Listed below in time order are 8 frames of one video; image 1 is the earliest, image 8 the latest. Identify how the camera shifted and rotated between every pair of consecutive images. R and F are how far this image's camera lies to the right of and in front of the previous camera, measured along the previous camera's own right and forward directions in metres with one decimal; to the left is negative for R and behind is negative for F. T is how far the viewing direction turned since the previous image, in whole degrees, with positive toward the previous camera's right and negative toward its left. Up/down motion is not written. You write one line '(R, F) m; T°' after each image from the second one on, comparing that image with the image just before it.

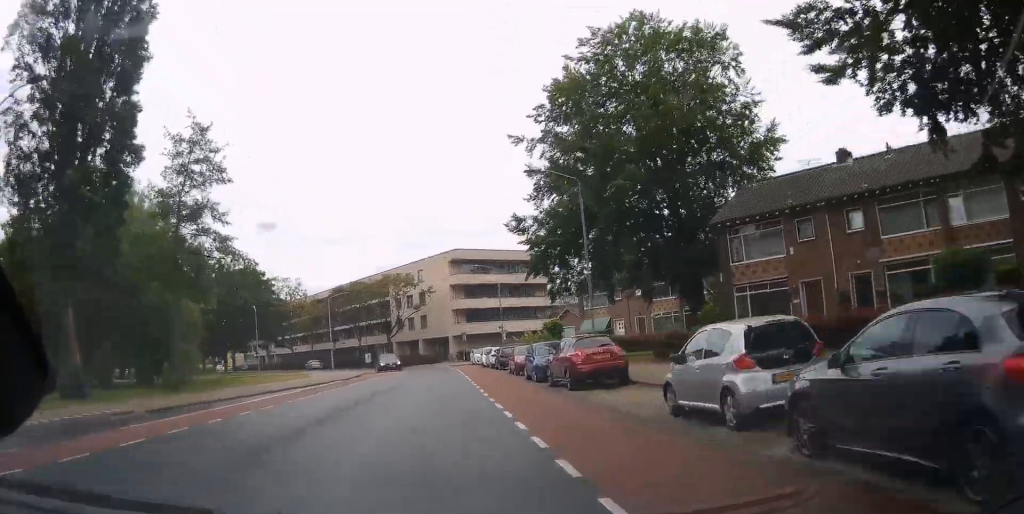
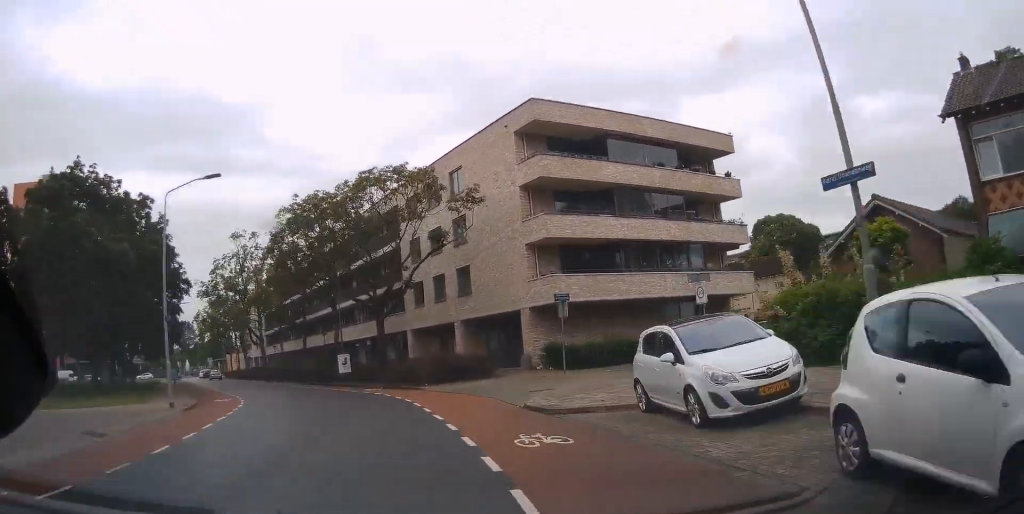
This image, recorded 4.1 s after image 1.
(+0.7, +47.5) m; -3°
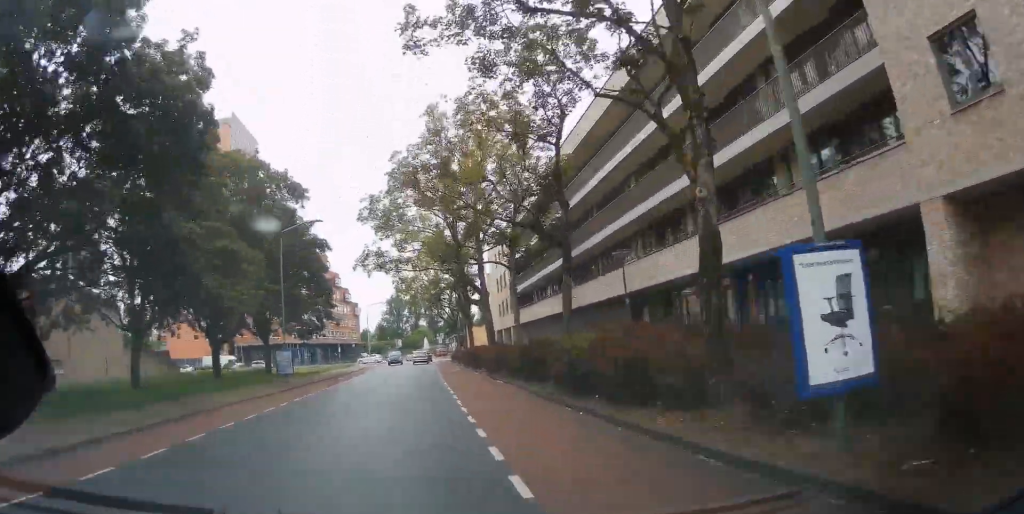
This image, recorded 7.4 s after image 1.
(-4.7, +36.2) m; -17°
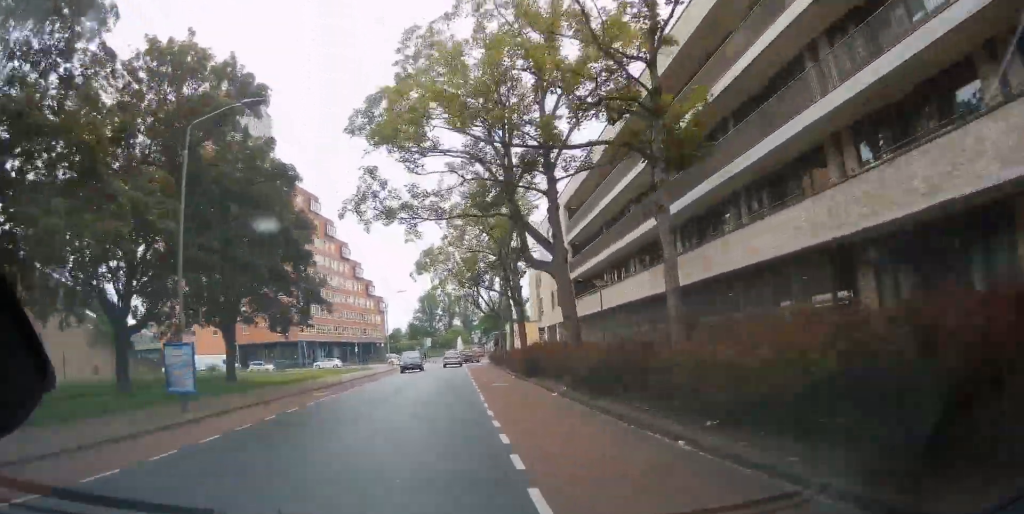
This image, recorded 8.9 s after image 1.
(-1.2, +16.2) m; -7°
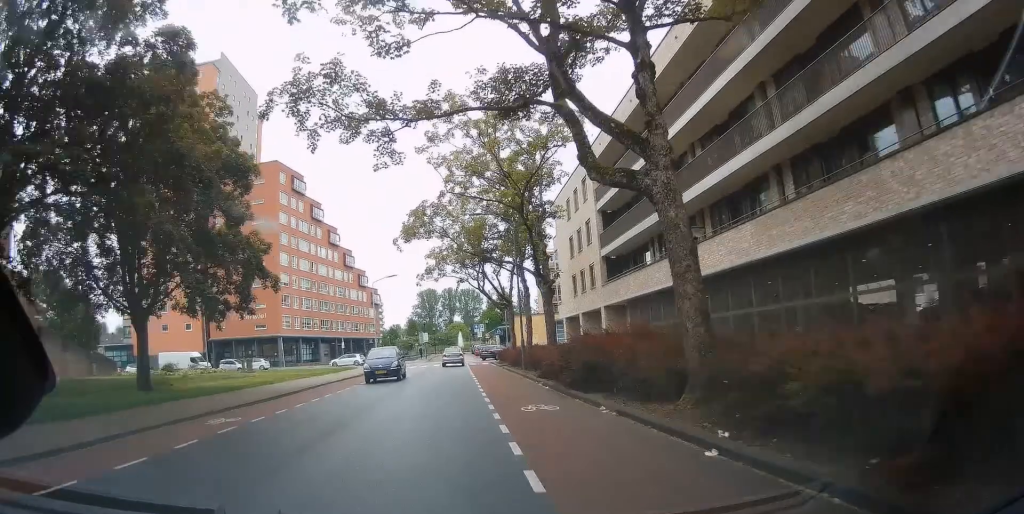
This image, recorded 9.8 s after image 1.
(-0.6, +10.1) m; -2°
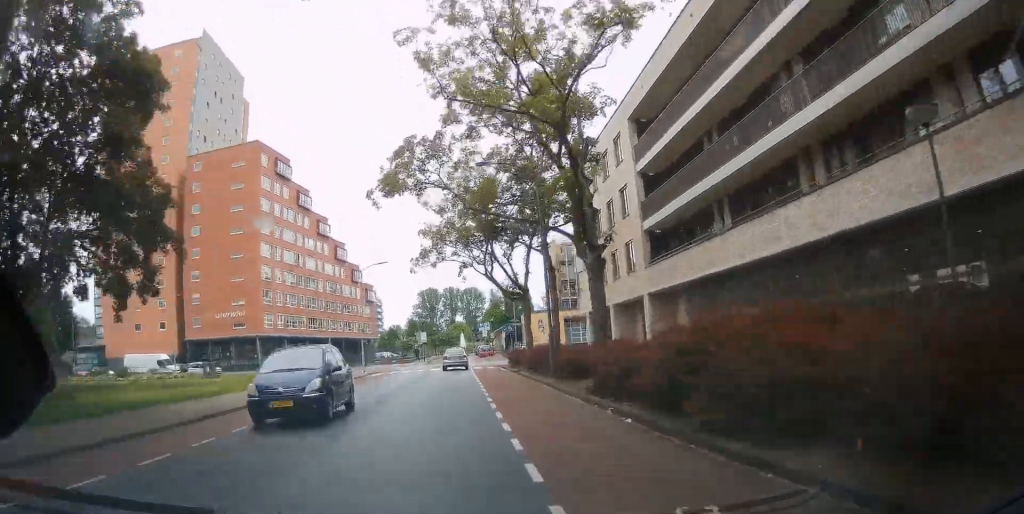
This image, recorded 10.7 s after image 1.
(-0.2, +9.3) m; -2°
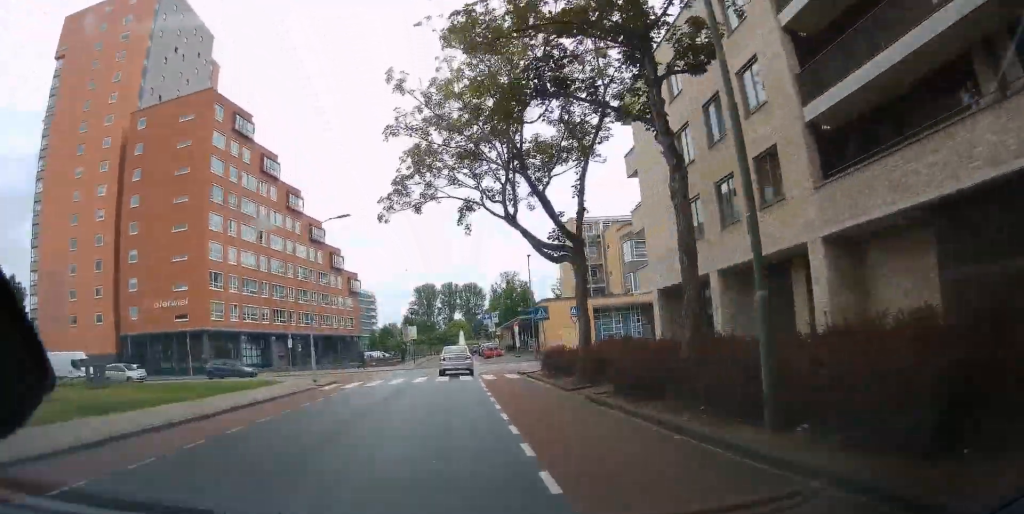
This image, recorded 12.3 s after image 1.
(-0.2, +16.4) m; +1°
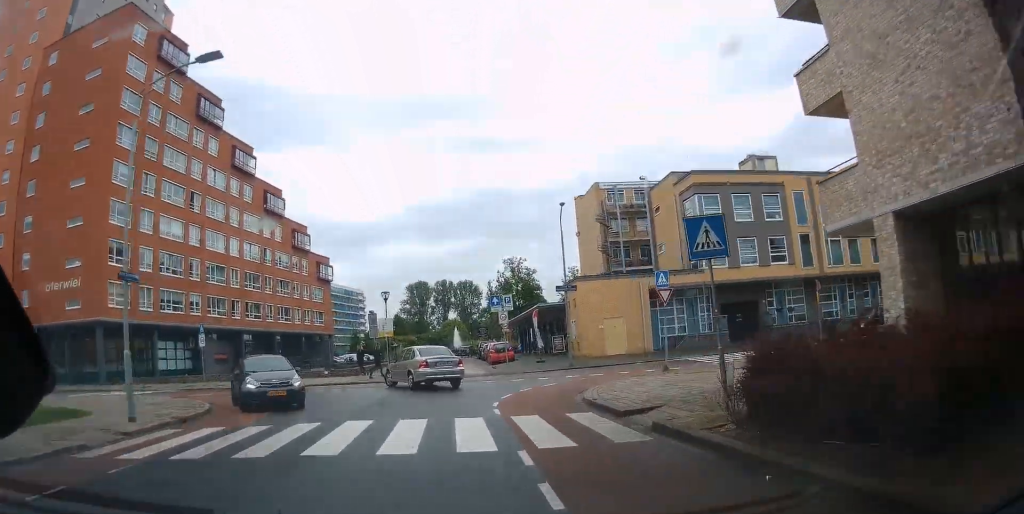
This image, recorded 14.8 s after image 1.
(+0.5, +23.2) m; 0°
